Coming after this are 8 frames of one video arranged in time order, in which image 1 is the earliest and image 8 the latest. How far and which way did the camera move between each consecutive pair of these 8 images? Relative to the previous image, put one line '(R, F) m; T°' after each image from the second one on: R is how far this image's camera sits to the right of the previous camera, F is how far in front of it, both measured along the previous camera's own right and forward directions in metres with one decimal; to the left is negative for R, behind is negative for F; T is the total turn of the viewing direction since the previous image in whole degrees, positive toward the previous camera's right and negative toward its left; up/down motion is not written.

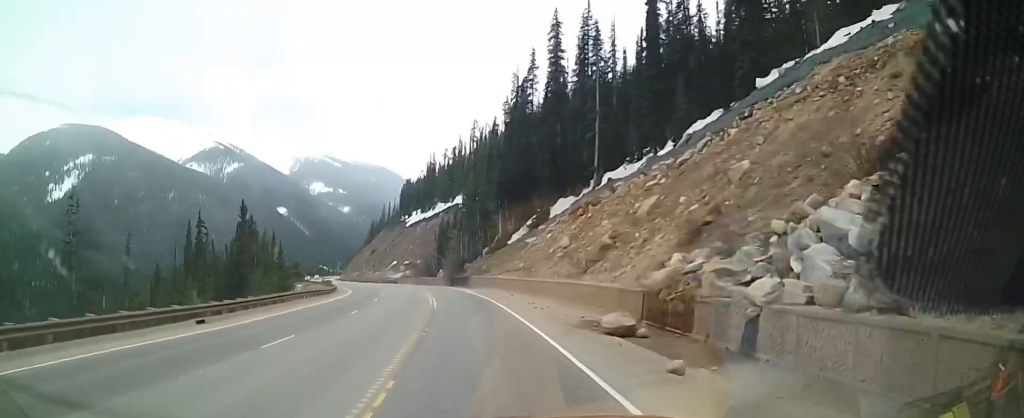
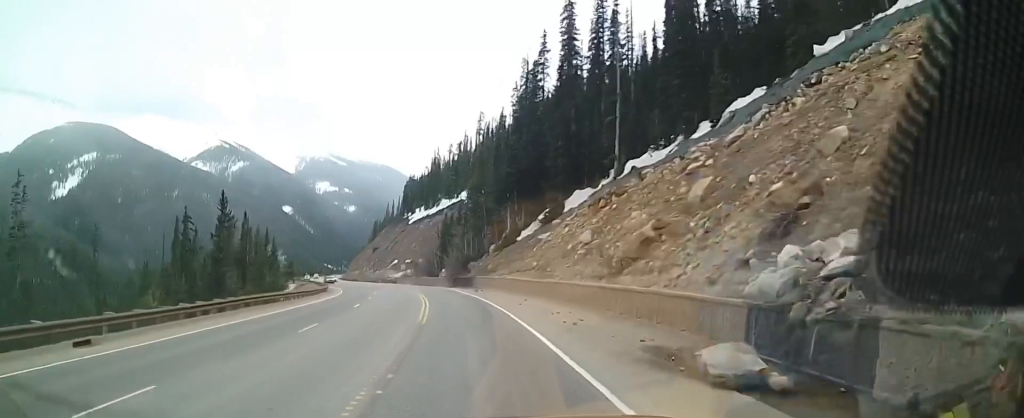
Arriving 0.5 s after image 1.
(0.0, +8.3) m; 0°
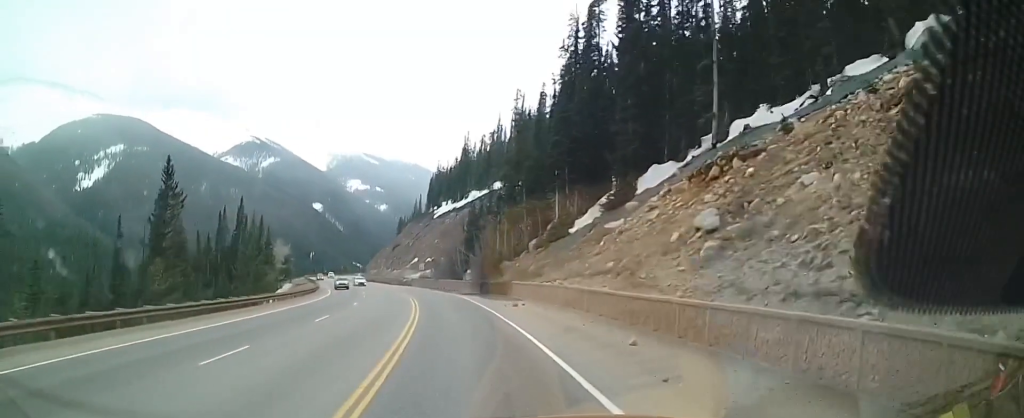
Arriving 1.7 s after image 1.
(-0.2, +20.5) m; -3°
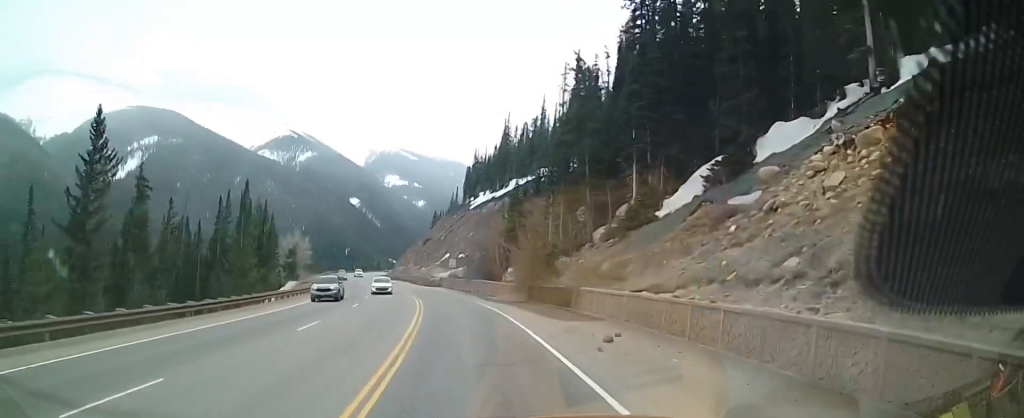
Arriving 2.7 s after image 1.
(-0.8, +16.8) m; -3°
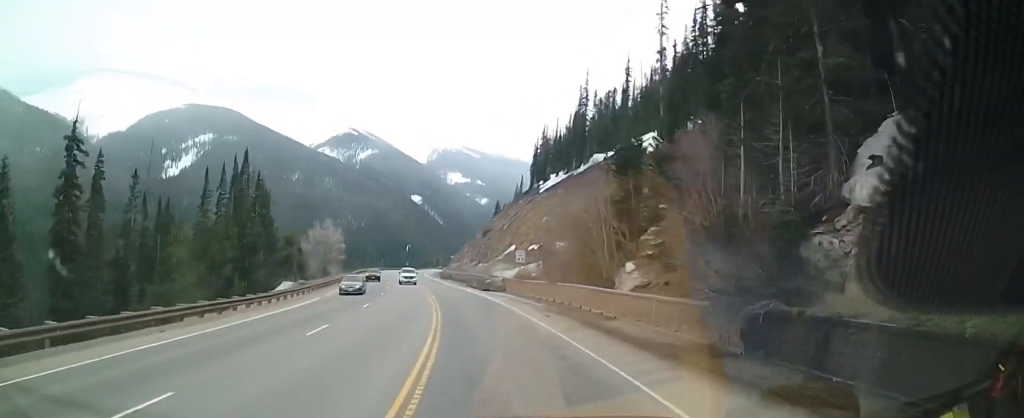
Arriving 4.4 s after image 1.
(-0.9, +27.5) m; -4°
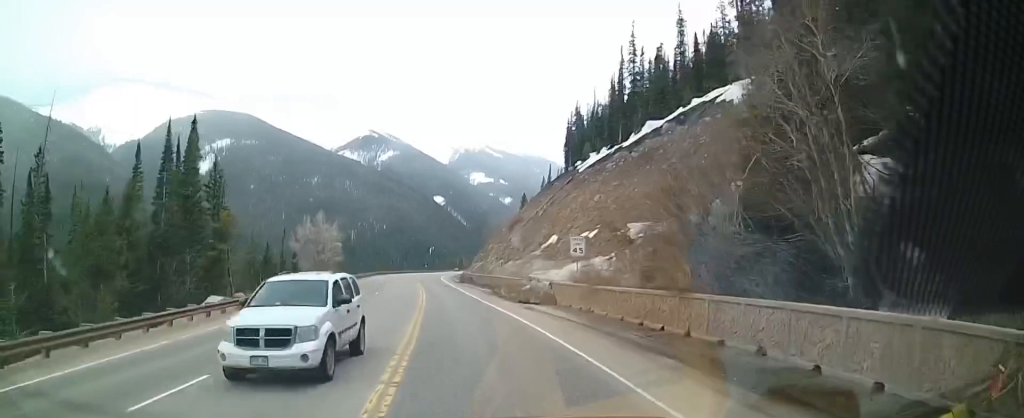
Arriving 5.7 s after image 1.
(-0.5, +21.7) m; -2°
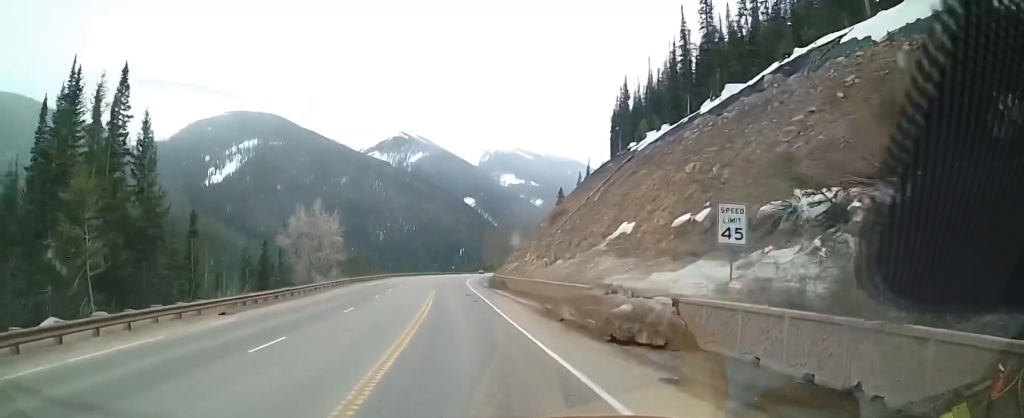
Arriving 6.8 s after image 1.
(0.0, +18.8) m; -3°
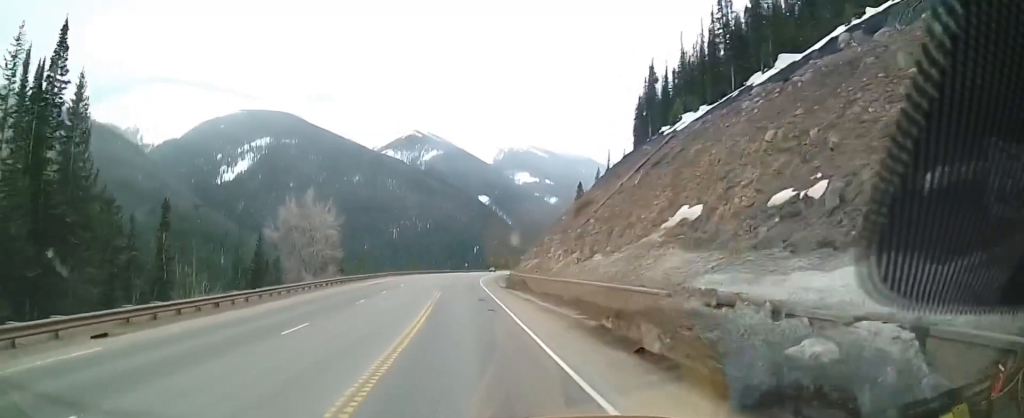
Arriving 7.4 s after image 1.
(-0.5, +9.9) m; -3°
